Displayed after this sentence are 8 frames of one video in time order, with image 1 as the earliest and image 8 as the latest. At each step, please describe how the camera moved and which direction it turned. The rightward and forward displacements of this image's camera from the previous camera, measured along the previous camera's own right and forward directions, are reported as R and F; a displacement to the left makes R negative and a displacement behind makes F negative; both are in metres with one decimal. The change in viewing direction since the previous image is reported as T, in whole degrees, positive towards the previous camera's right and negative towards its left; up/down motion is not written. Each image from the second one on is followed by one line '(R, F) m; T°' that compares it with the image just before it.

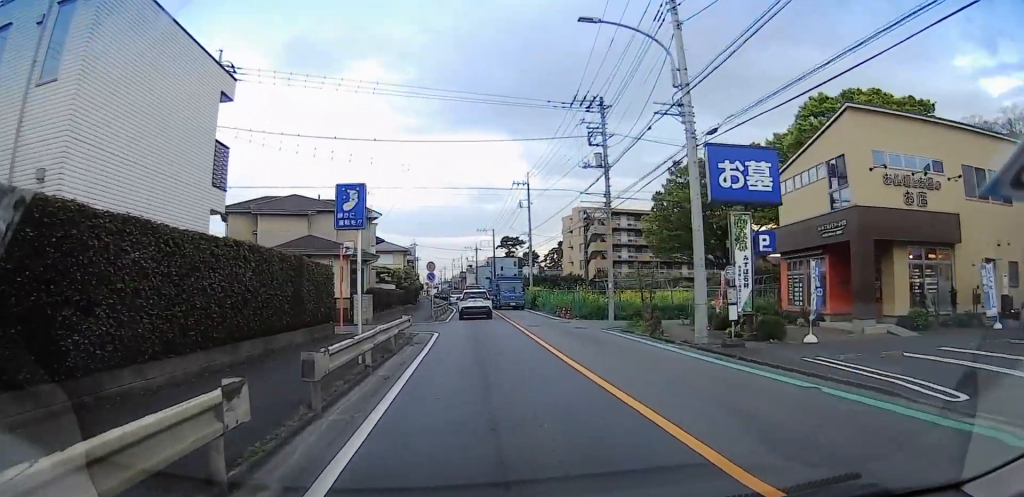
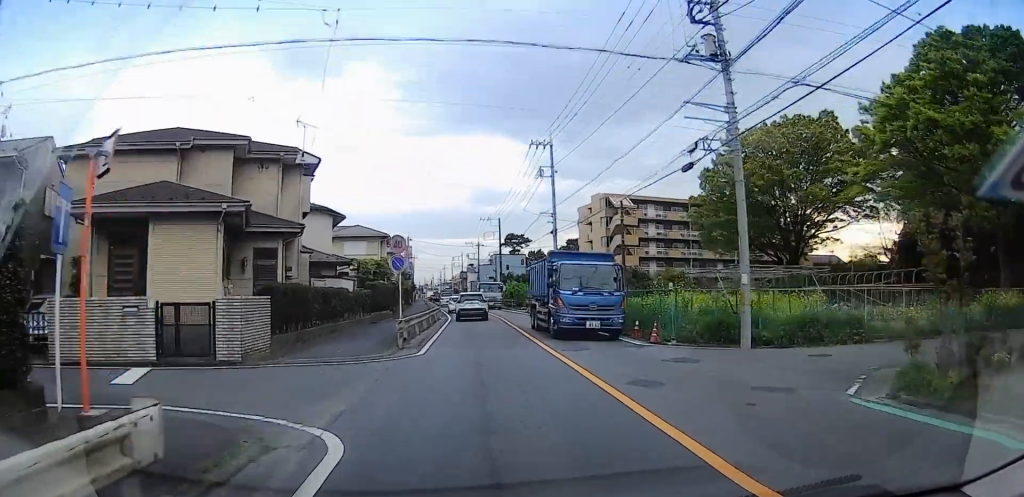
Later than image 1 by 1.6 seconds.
(+1.1, +18.1) m; +7°
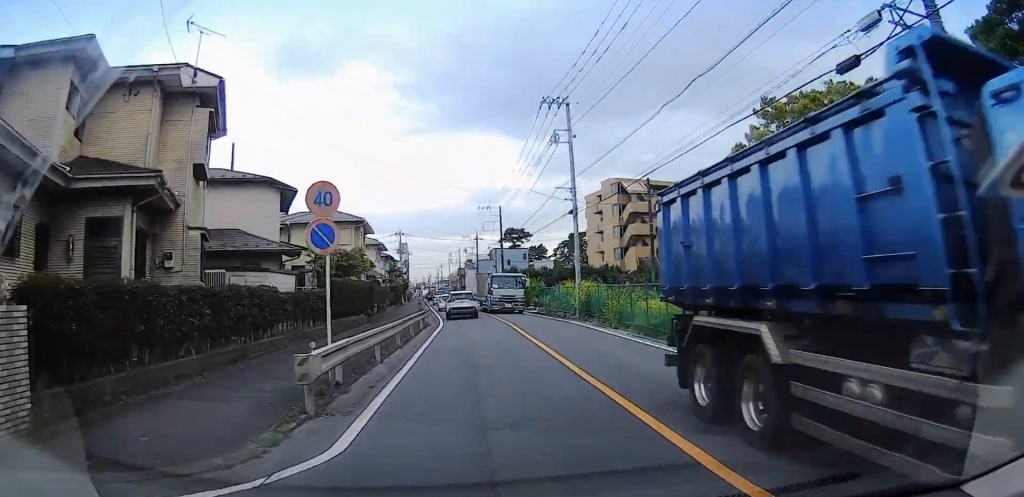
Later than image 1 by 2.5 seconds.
(-0.2, +9.8) m; -2°
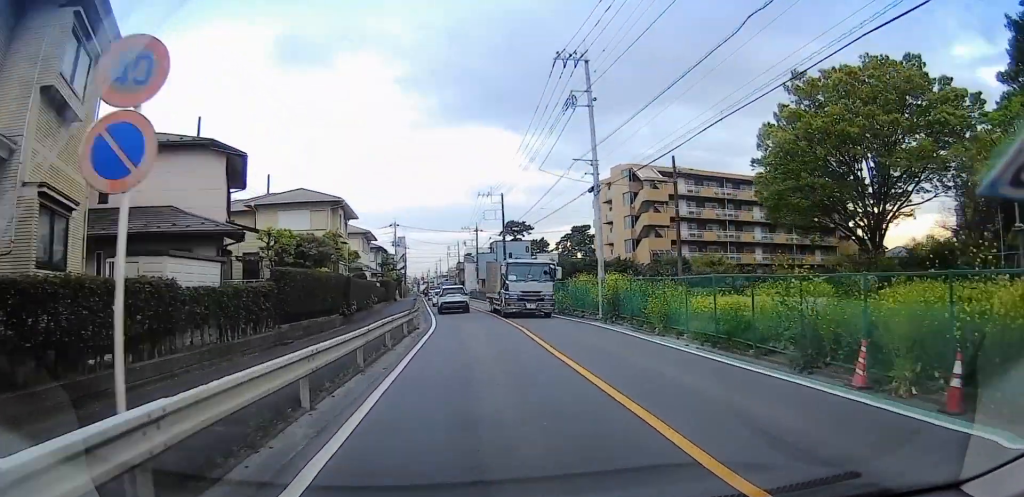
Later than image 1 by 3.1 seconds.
(-0.1, +5.9) m; -1°
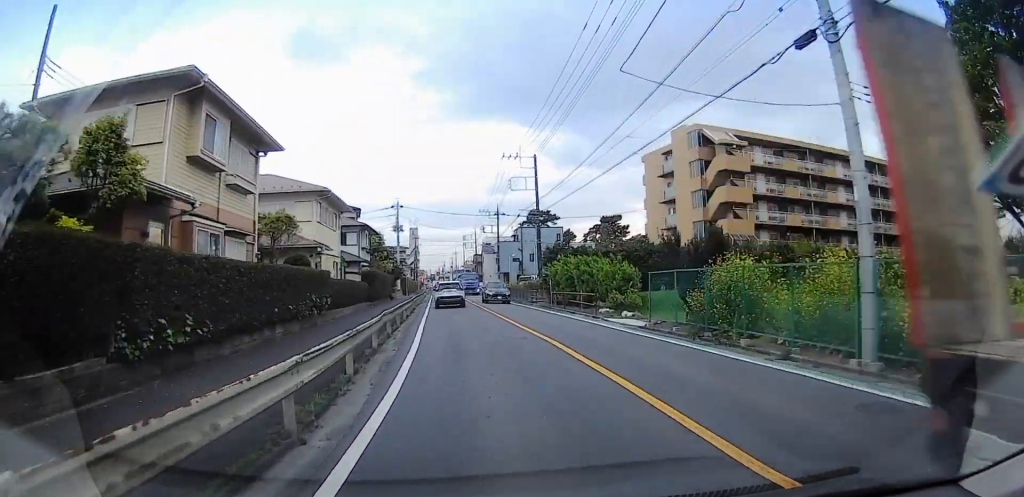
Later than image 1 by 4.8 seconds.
(-0.2, +17.4) m; -1°
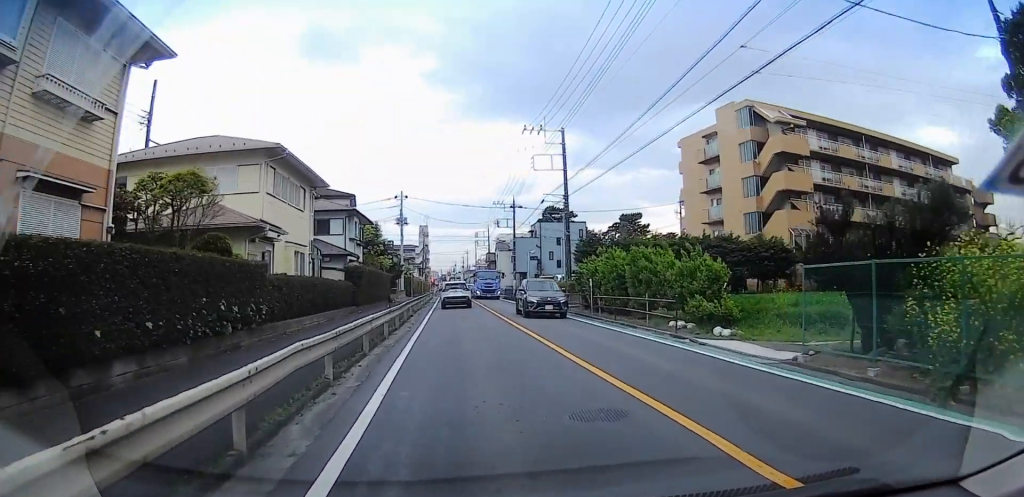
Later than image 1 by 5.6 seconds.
(0.0, +8.0) m; 0°
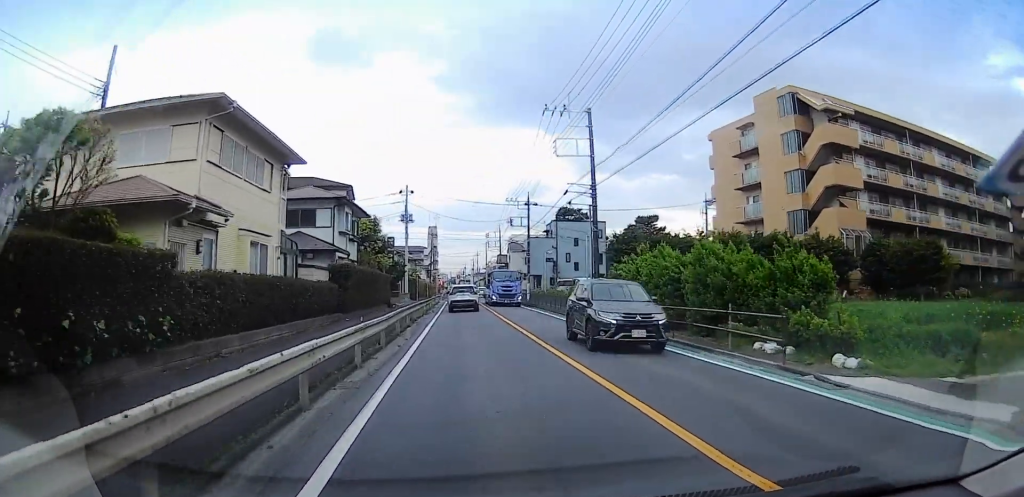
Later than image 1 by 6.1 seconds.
(0.0, +5.4) m; -2°
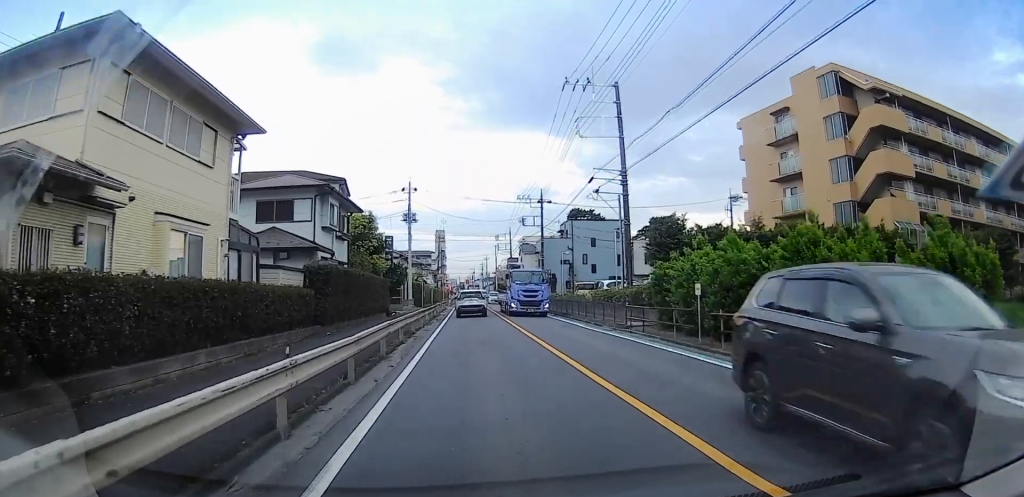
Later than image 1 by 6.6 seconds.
(+0.1, +4.7) m; -2°
